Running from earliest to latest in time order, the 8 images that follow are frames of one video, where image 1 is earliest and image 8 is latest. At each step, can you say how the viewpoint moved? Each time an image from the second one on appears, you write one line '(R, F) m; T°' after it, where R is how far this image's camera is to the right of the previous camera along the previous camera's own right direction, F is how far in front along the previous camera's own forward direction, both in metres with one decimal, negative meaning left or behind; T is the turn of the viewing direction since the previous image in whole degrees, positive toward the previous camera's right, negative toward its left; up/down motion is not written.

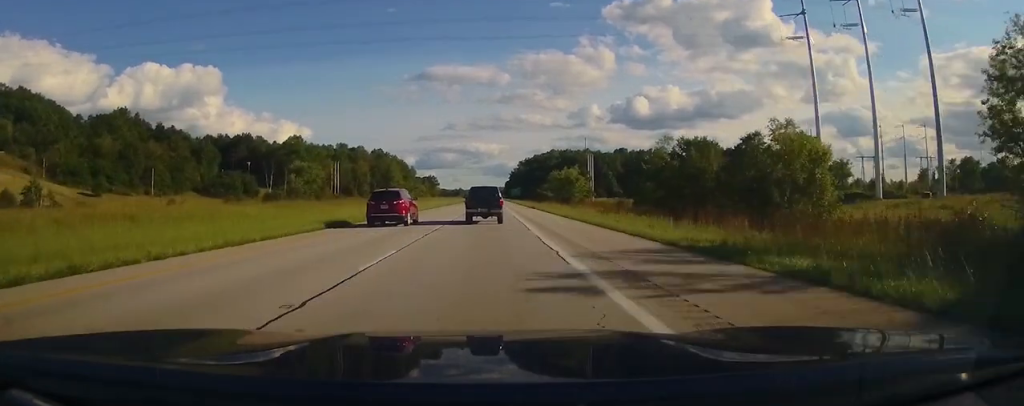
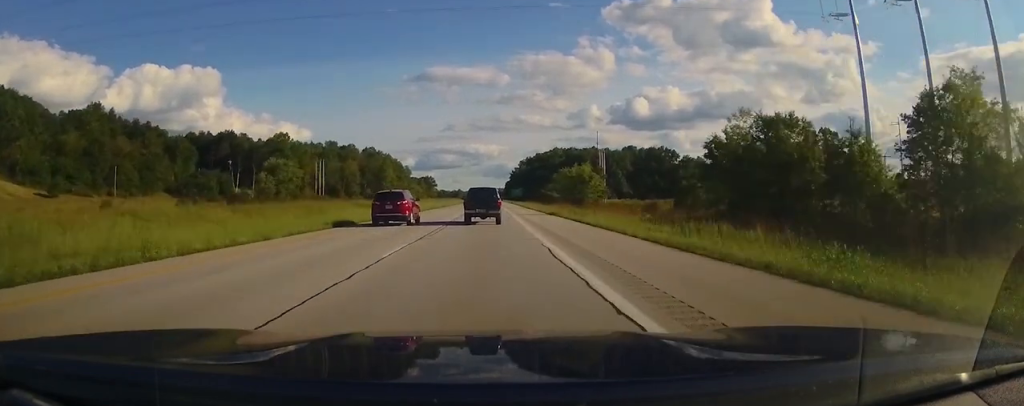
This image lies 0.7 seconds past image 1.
(-0.1, +22.7) m; 0°
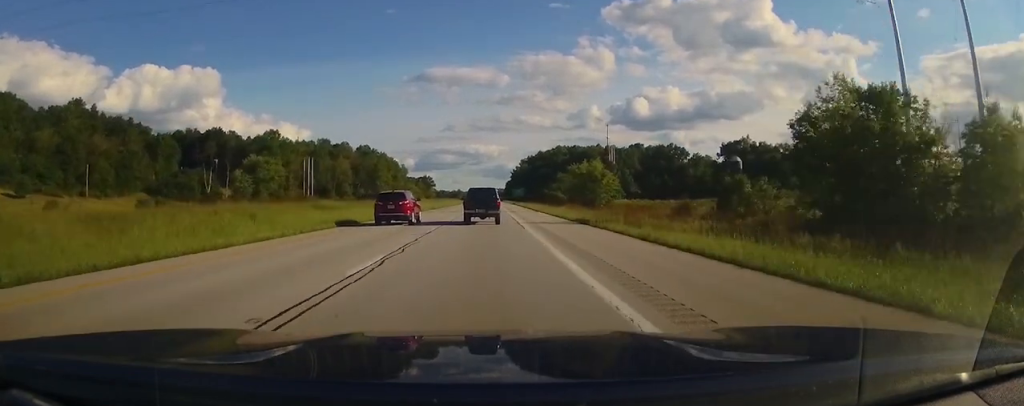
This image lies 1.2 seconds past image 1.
(0.0, +15.0) m; 0°
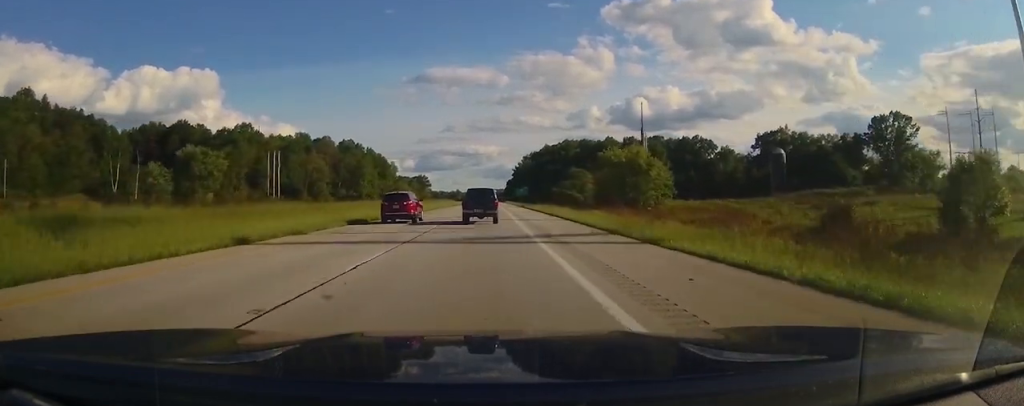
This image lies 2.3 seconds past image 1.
(0.0, +36.3) m; 0°
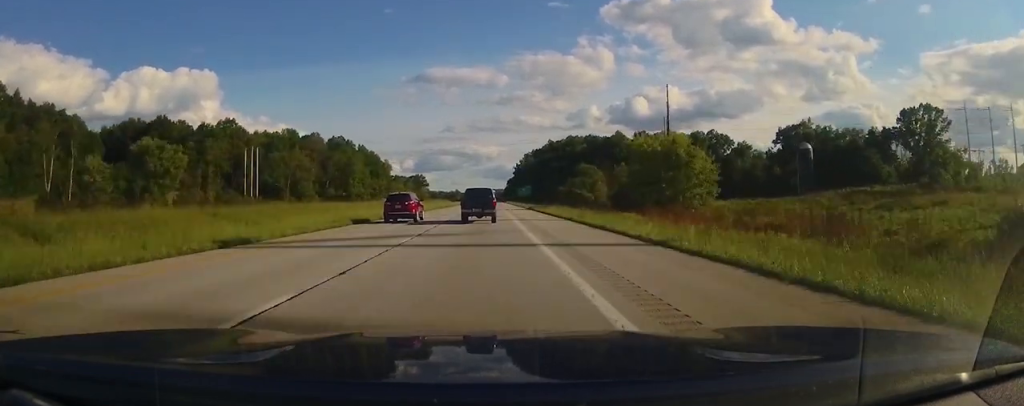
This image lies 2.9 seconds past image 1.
(+0.1, +18.1) m; -1°
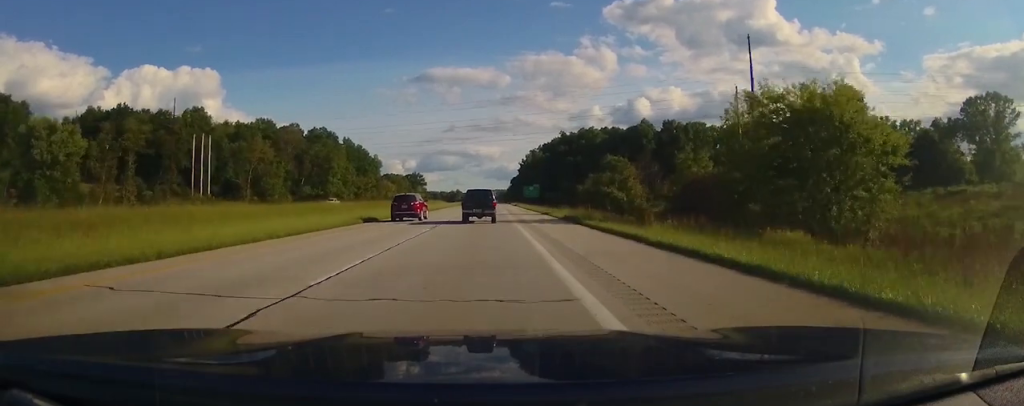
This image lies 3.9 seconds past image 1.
(-0.5, +32.7) m; 0°
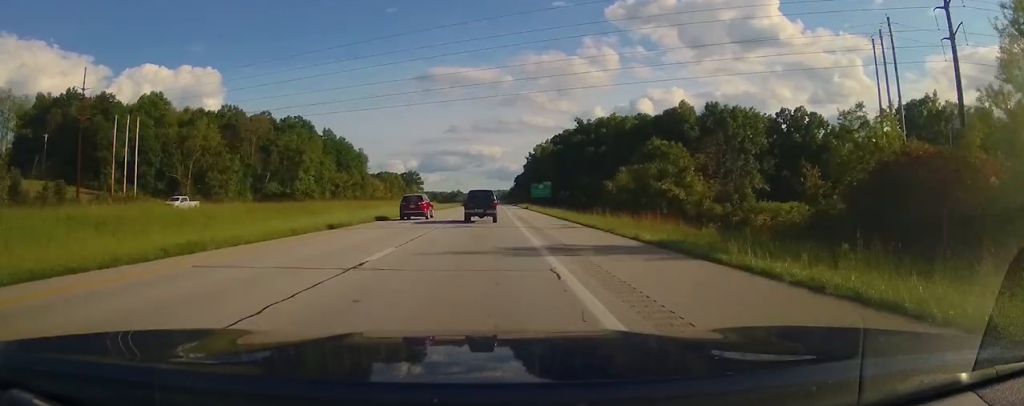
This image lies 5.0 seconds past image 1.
(+0.5, +33.8) m; 0°
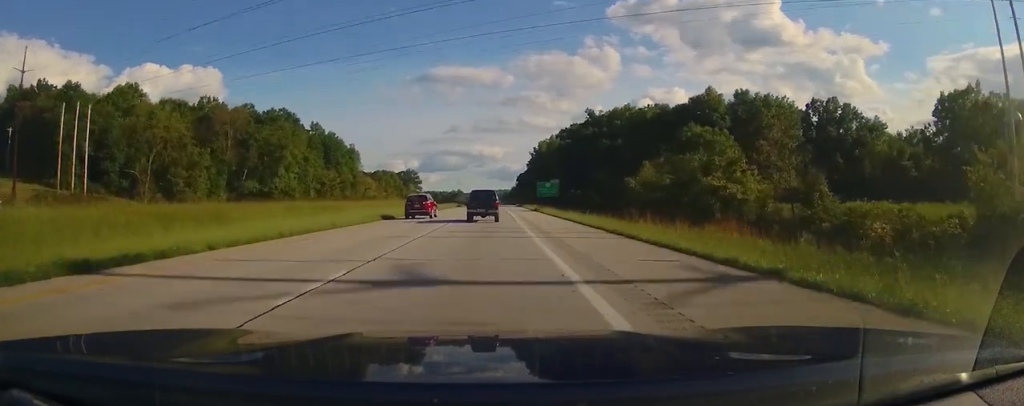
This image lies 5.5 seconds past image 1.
(-0.2, +17.0) m; 0°
